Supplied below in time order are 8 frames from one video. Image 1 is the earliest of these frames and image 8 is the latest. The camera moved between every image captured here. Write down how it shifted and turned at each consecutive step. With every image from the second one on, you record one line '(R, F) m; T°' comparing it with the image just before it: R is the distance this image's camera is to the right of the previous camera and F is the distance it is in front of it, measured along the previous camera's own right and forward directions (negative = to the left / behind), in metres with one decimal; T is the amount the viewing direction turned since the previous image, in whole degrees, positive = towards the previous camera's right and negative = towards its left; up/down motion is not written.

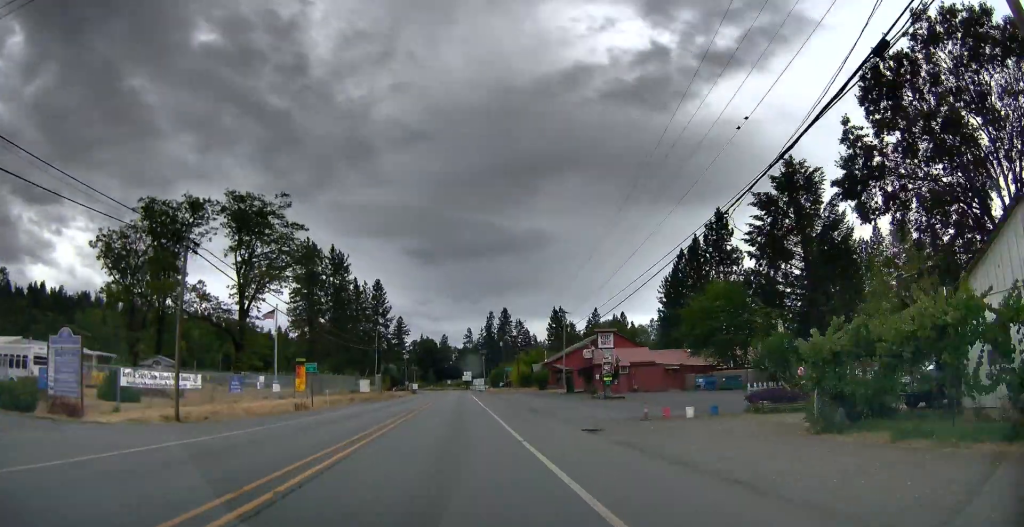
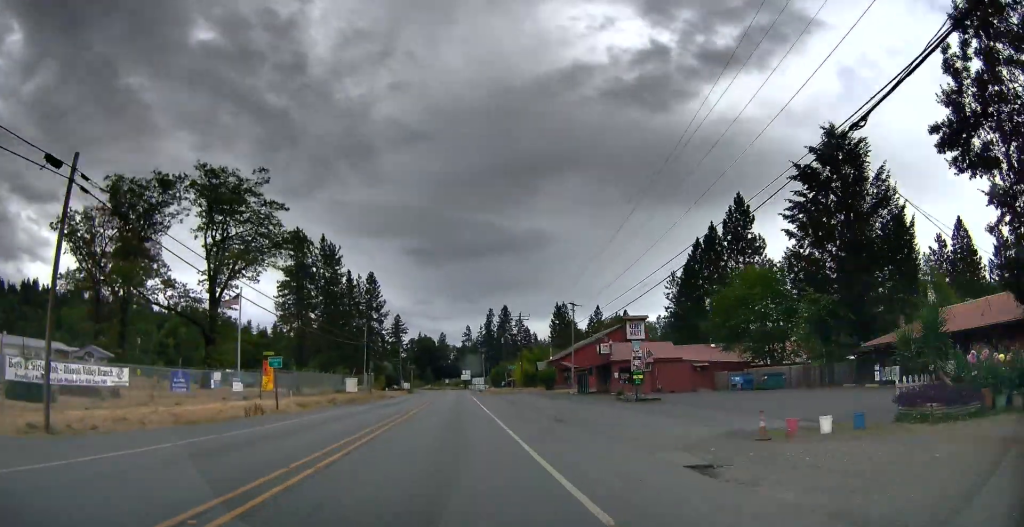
(-0.8, +11.9) m; -2°
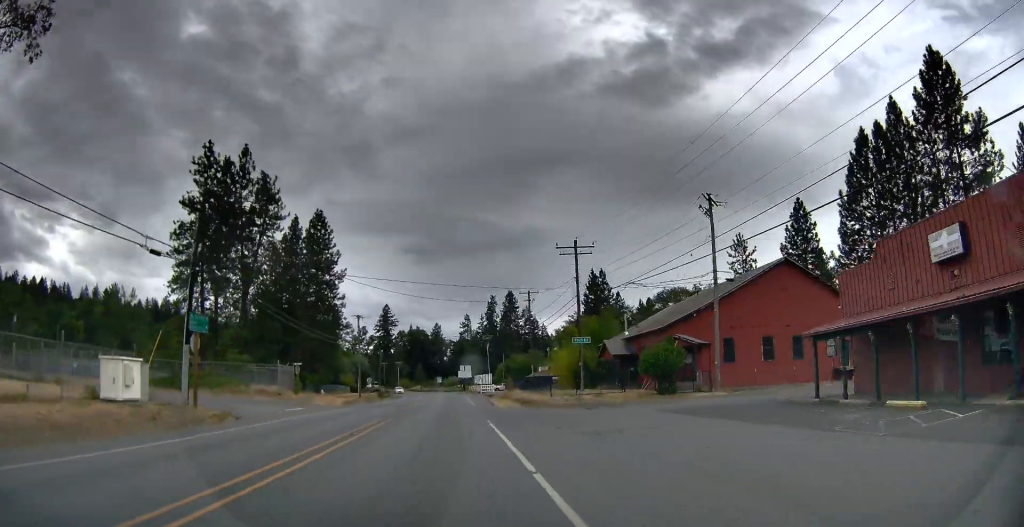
(-0.2, +27.3) m; +1°
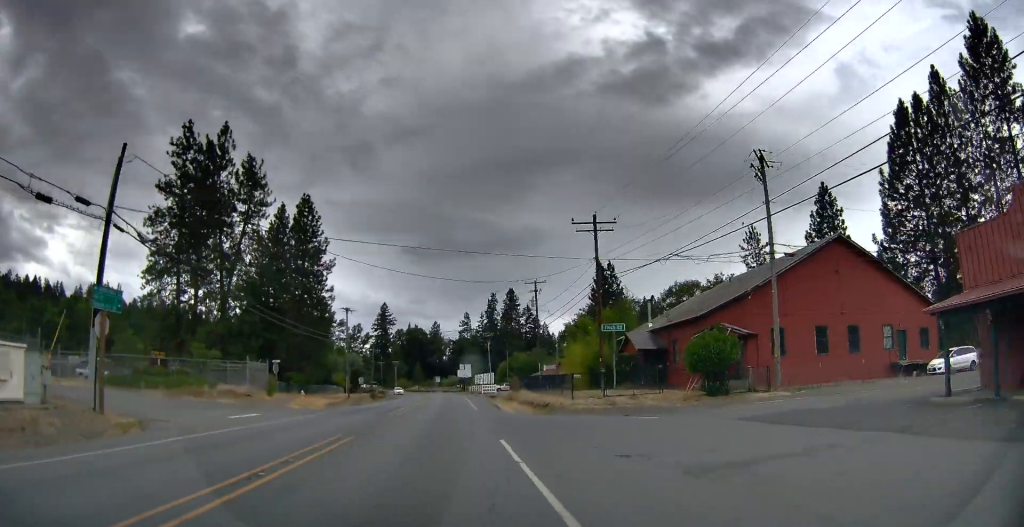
(+0.2, +9.9) m; +1°
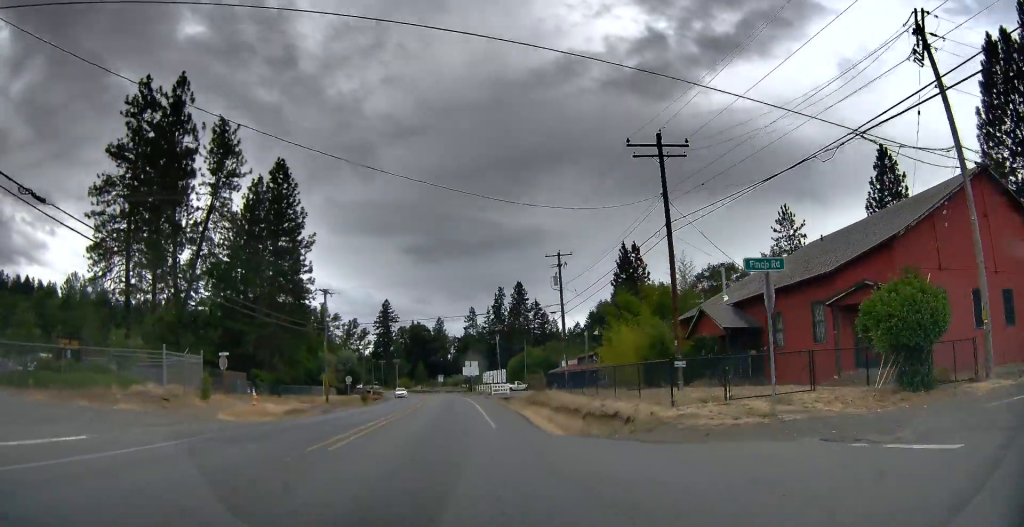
(+0.2, +18.6) m; +1°
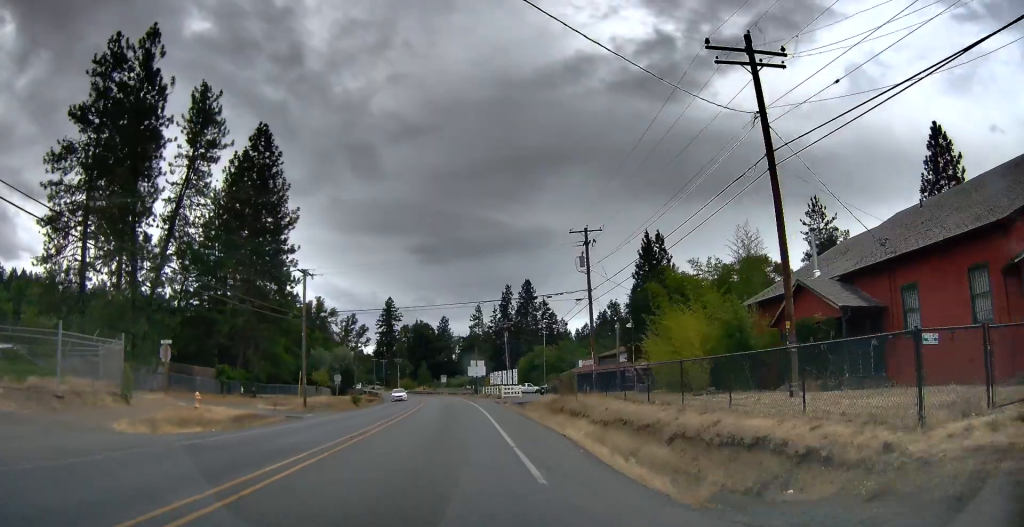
(-0.1, +13.2) m; 0°
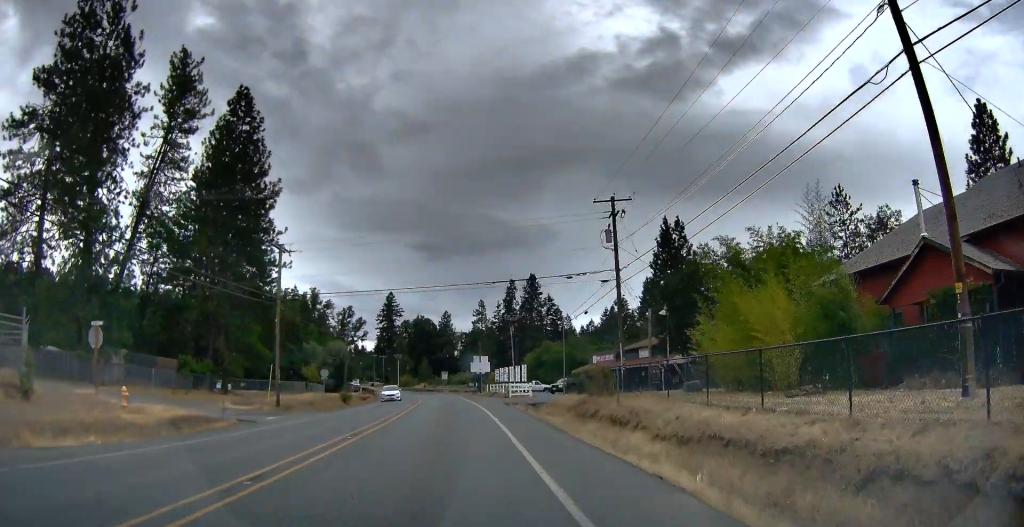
(0.0, +11.4) m; 0°
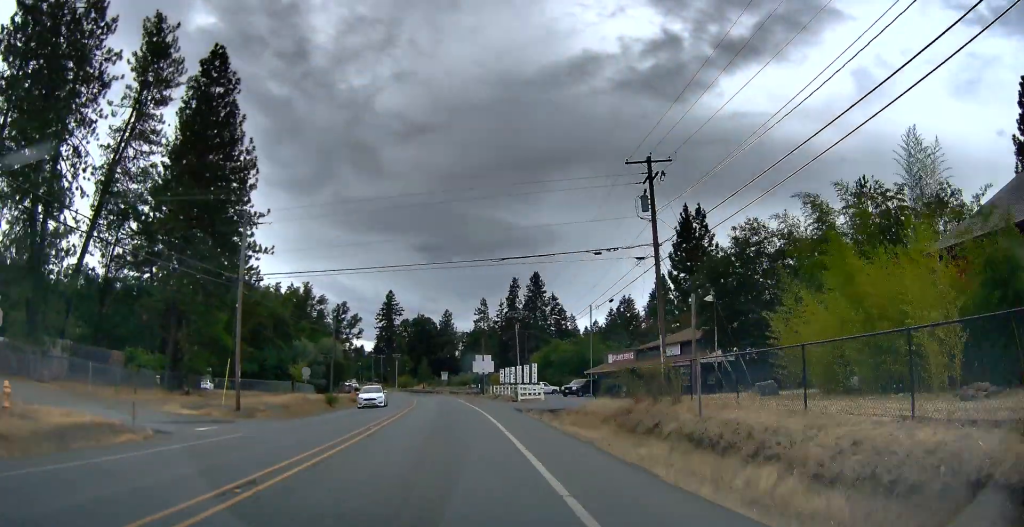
(0.0, +11.7) m; 0°
